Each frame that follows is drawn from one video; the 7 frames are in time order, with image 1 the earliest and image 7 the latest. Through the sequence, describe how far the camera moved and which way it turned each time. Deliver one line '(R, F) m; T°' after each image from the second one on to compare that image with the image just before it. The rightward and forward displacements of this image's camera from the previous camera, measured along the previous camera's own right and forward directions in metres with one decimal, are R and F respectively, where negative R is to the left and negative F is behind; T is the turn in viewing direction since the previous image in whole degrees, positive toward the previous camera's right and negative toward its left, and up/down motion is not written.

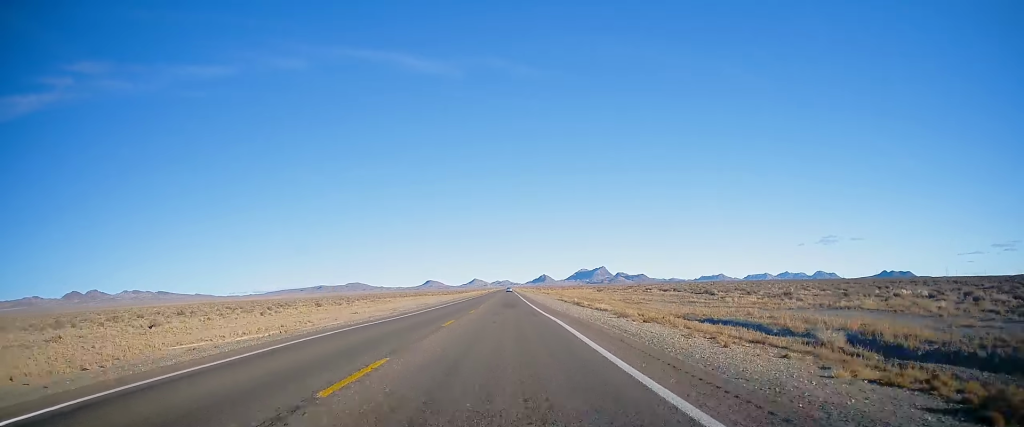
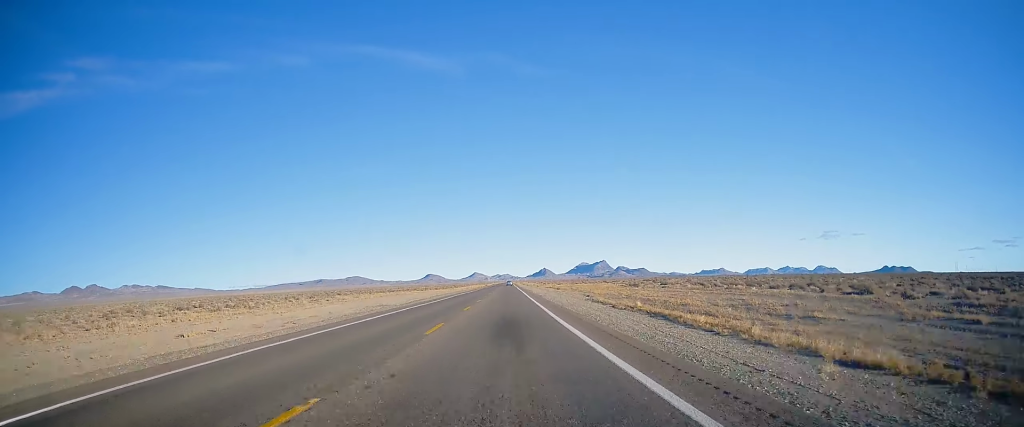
(-0.2, +28.2) m; -1°
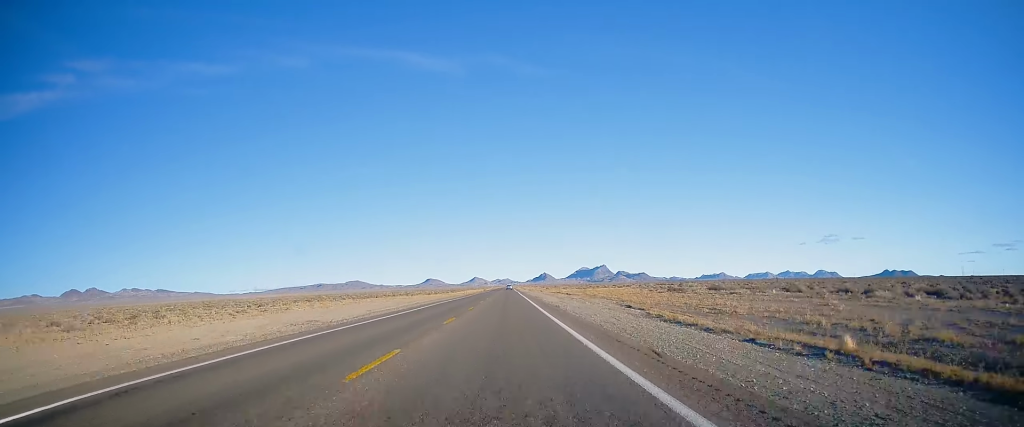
(-0.1, +19.2) m; 0°
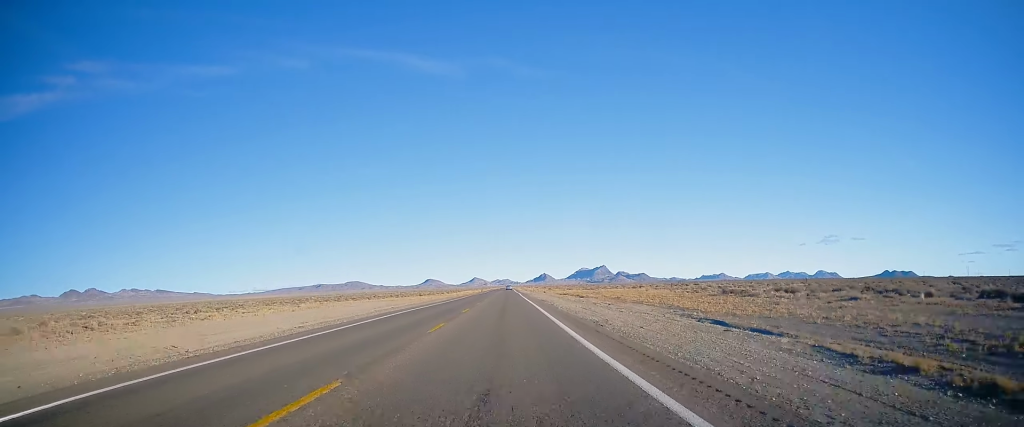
(-0.1, +15.8) m; 0°
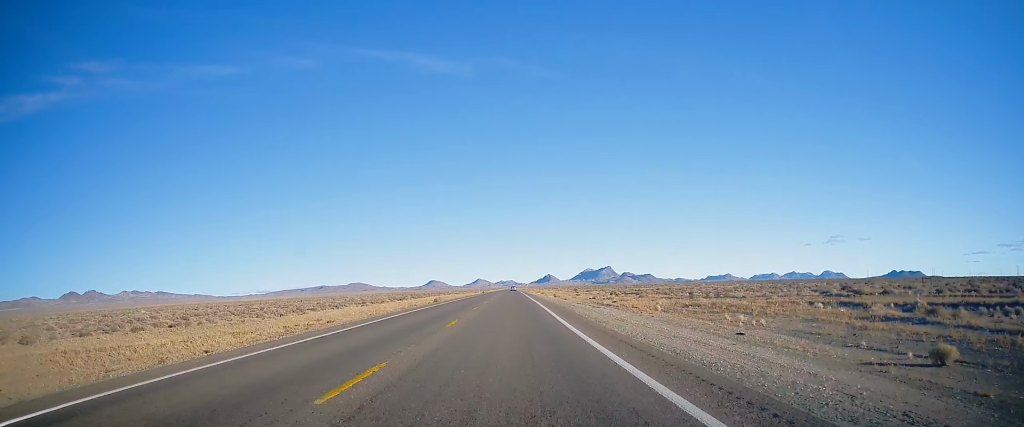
(+0.7, +131.8) m; 0°
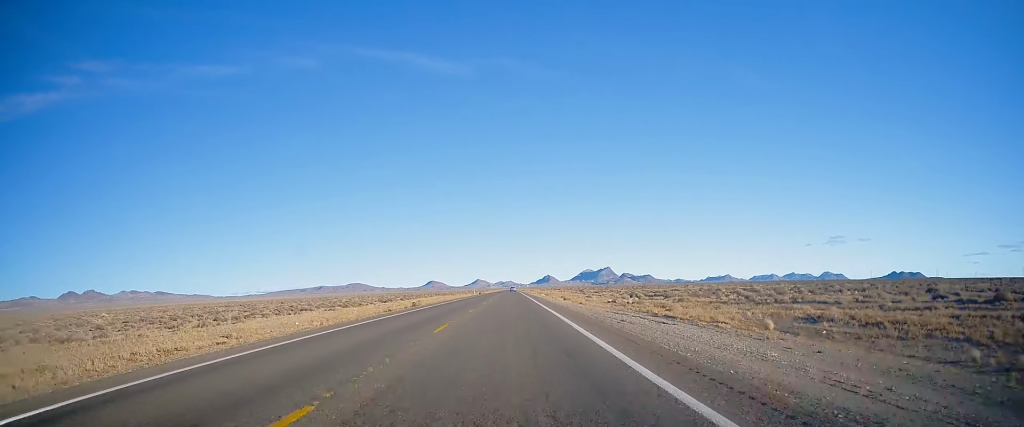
(-0.1, +15.6) m; 0°
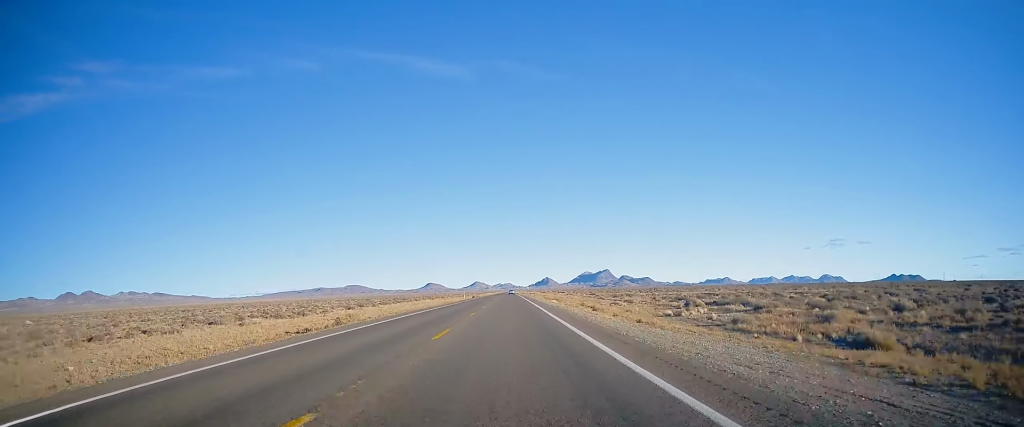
(+0.1, +24.5) m; 0°
